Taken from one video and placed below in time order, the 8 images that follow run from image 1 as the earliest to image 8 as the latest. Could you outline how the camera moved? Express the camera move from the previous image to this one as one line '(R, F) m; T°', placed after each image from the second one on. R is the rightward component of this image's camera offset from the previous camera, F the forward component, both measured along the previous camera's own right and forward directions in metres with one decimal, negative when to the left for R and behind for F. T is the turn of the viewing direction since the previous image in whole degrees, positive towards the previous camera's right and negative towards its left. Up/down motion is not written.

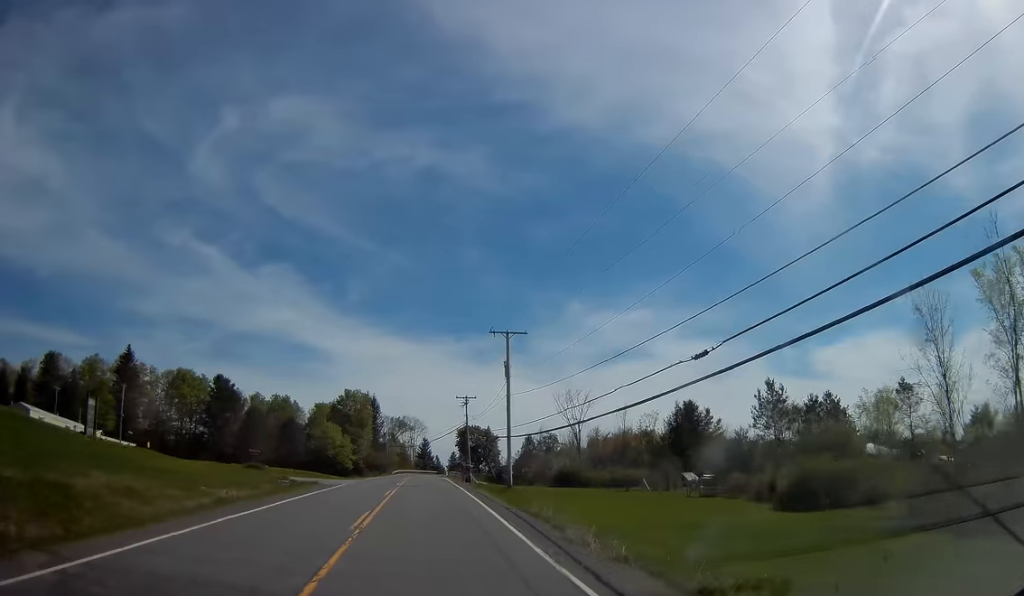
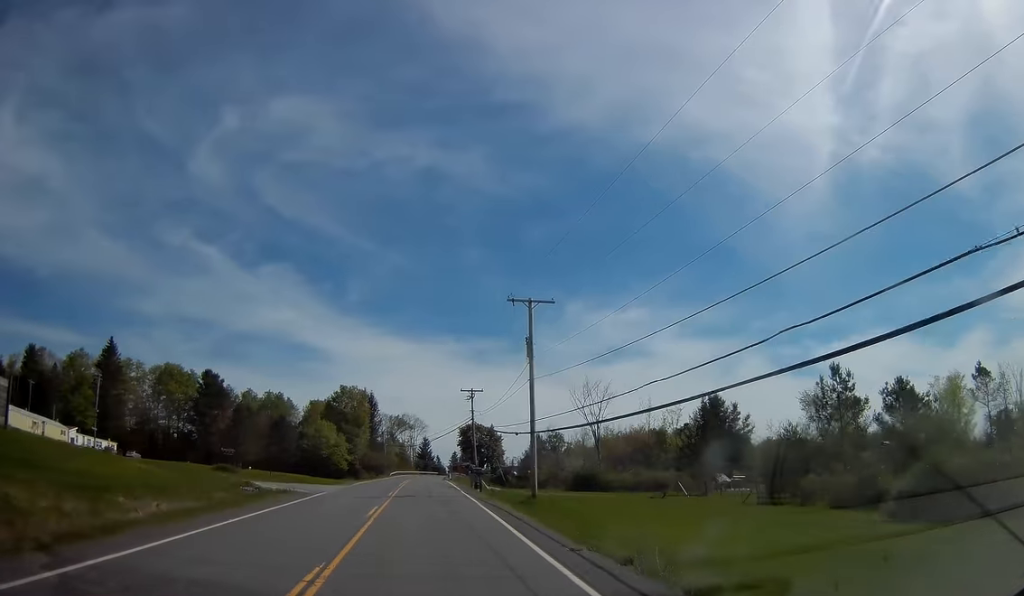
(0.0, +8.8) m; 0°
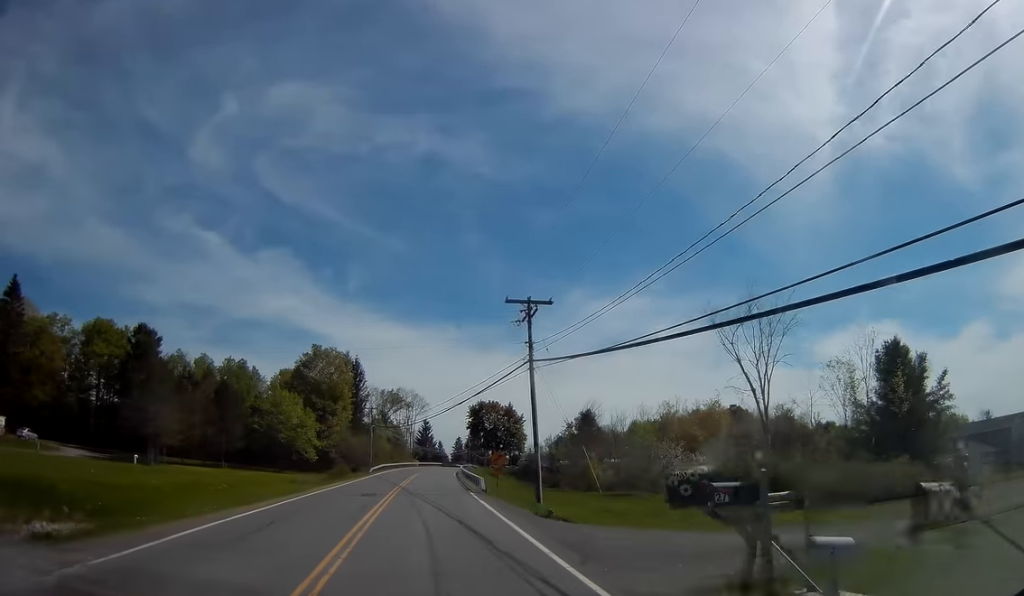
(-0.1, +37.5) m; 0°
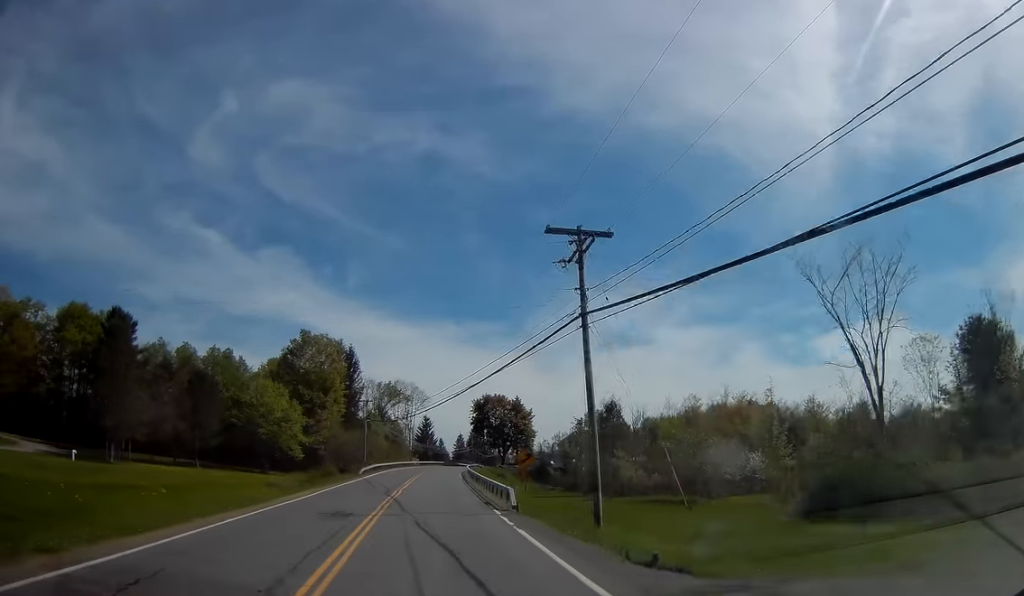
(0.0, +10.9) m; 0°
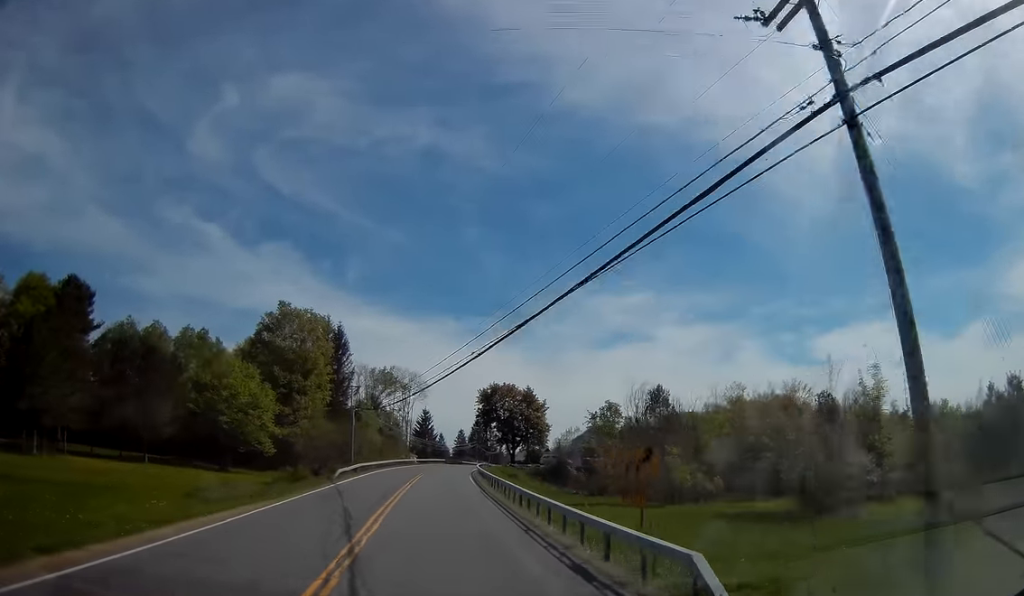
(0.0, +15.1) m; +1°
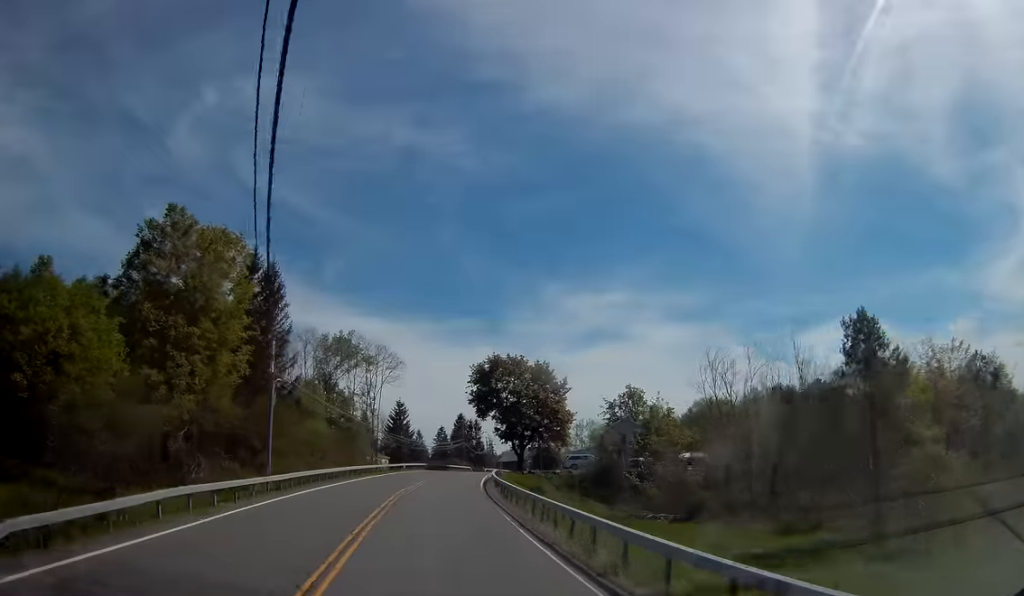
(+0.8, +32.6) m; +3°
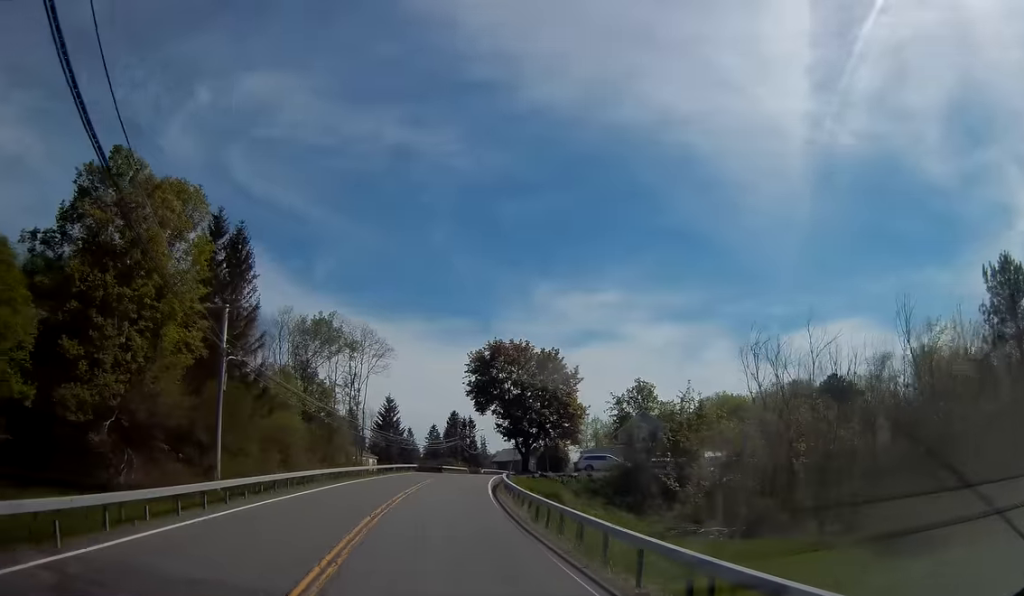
(+0.1, +10.0) m; +1°
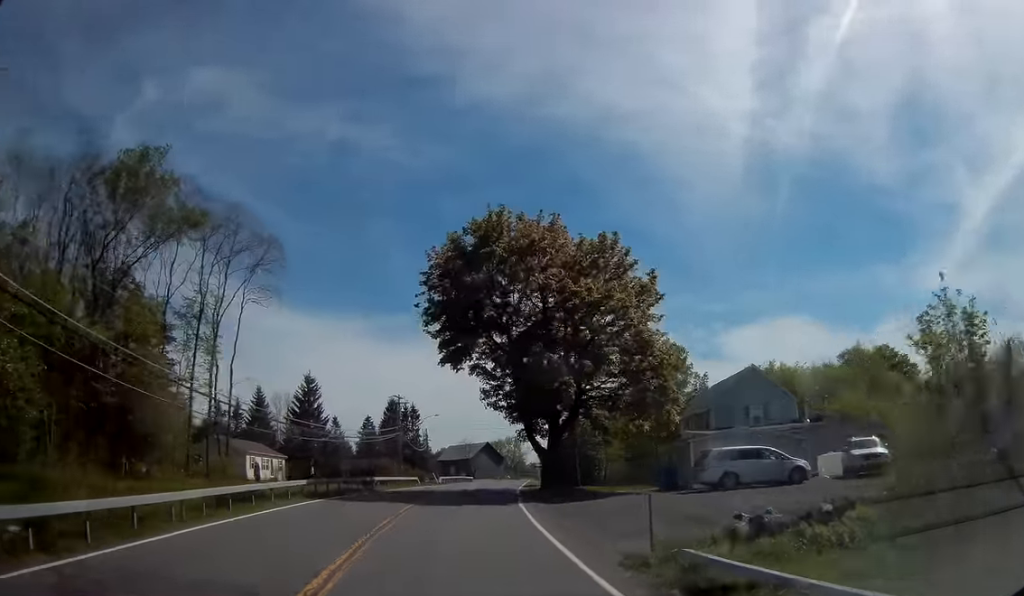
(+0.7, +37.7) m; +4°
